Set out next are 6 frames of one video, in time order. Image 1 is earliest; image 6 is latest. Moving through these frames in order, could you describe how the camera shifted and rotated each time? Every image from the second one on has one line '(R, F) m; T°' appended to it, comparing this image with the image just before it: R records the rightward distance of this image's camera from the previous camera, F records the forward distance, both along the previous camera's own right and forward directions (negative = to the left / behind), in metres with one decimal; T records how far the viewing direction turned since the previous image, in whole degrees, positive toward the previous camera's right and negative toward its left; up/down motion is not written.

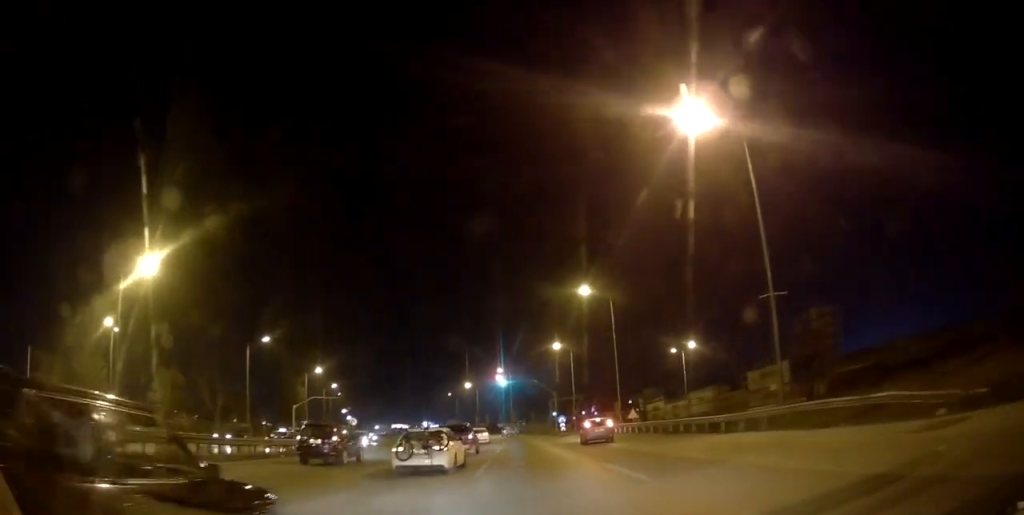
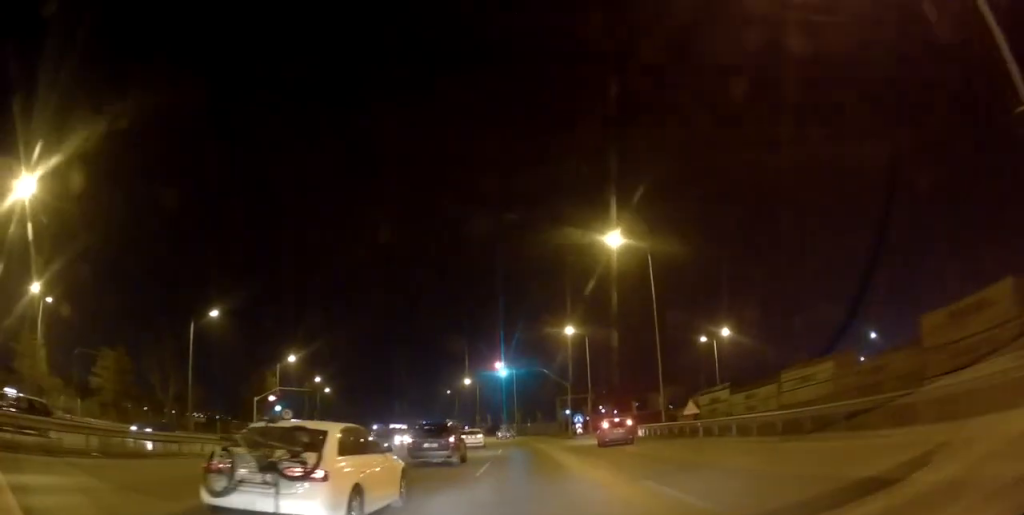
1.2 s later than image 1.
(+0.5, +13.9) m; +1°
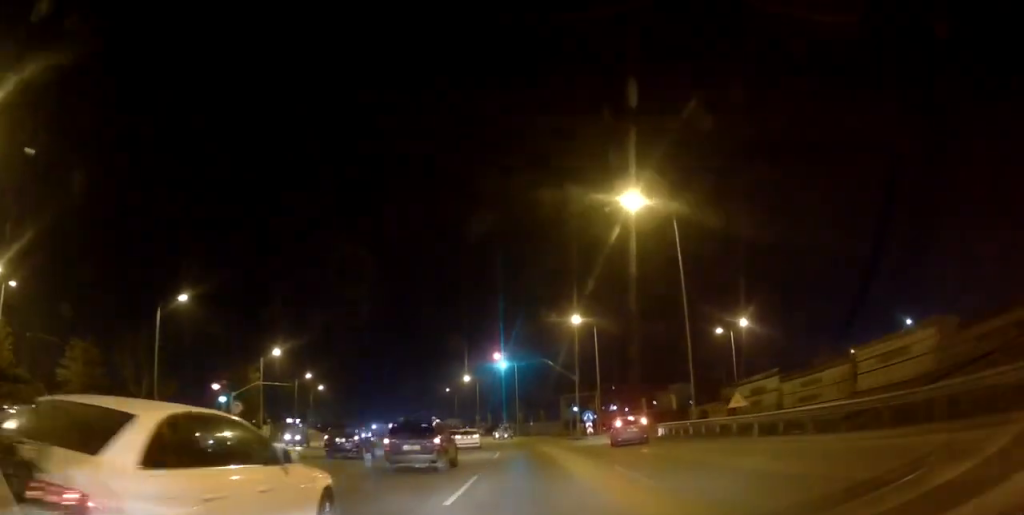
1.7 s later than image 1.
(+0.1, +6.2) m; -1°
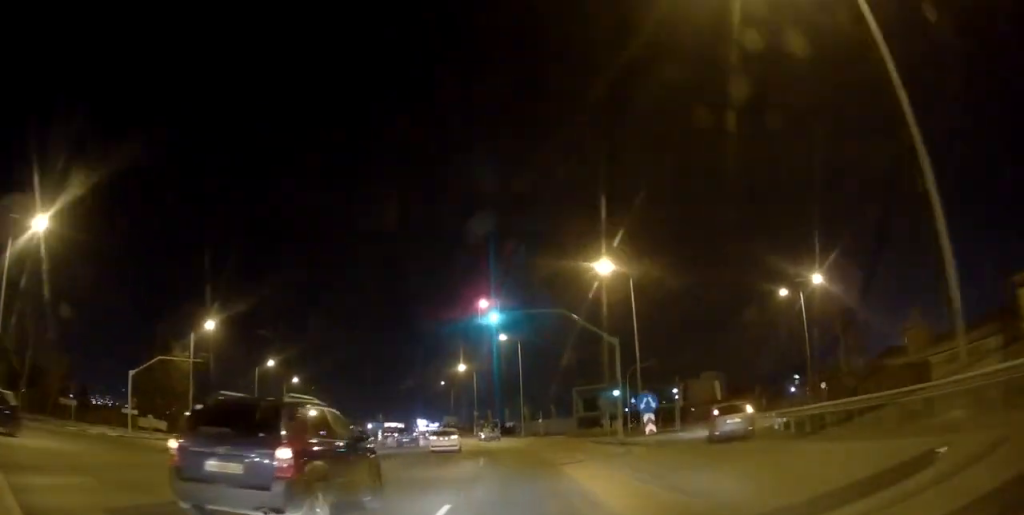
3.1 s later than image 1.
(-0.6, +19.7) m; -1°
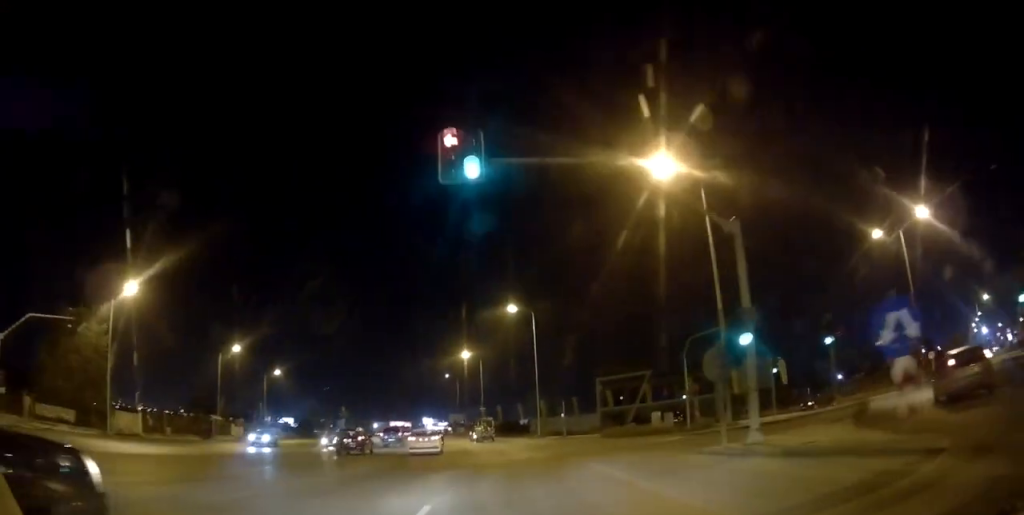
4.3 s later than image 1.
(+0.1, +16.5) m; -1°
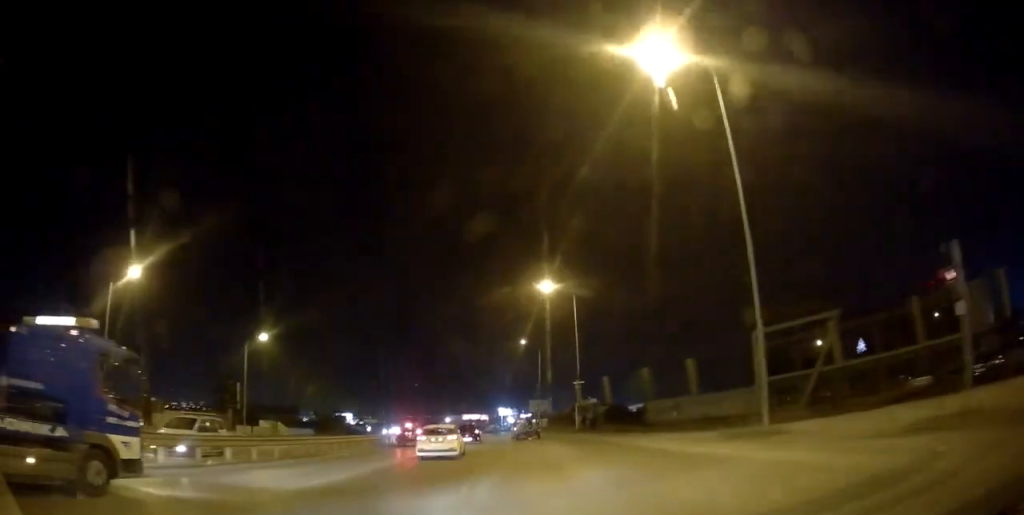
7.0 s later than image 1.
(-2.7, +38.5) m; -7°
